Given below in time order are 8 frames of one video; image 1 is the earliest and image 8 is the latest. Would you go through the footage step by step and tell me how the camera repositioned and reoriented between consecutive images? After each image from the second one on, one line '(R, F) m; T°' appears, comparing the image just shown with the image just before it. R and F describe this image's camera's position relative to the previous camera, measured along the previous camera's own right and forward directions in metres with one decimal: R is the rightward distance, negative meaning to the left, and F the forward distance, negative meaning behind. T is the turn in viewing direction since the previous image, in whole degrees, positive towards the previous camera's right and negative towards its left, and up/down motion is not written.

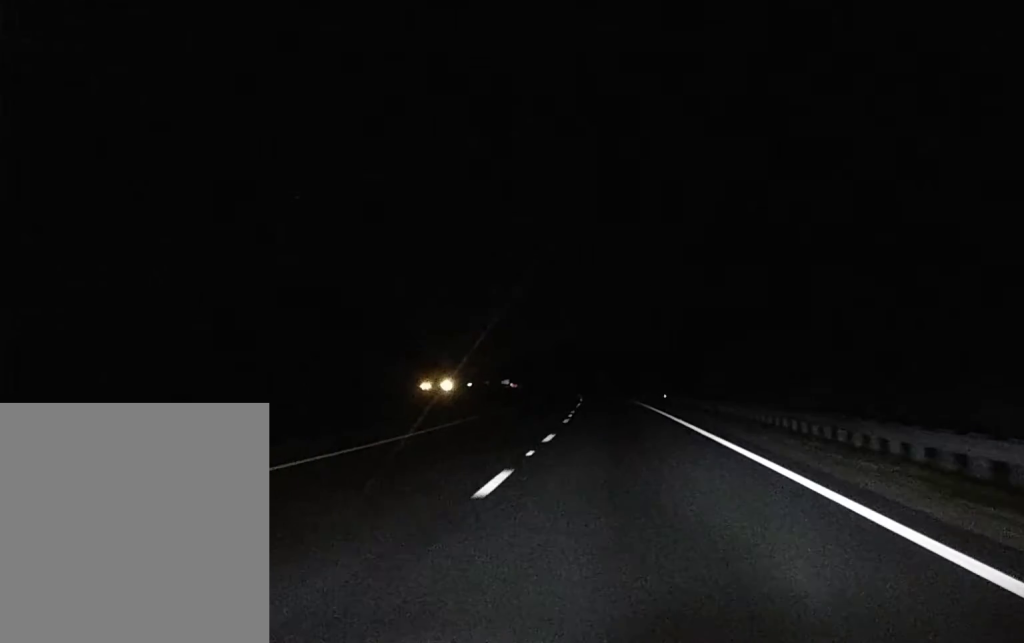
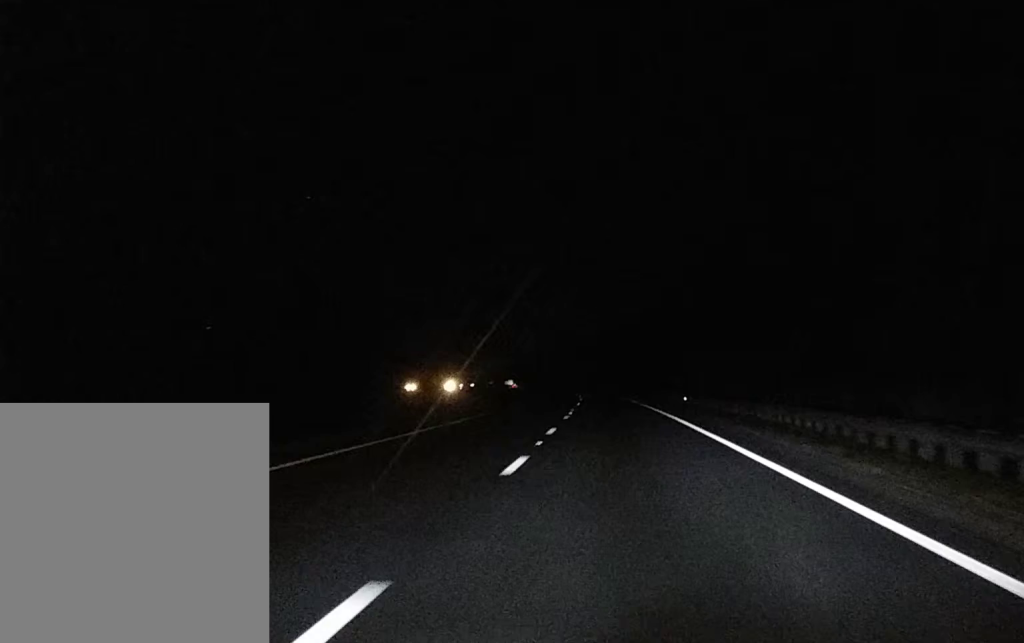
(0.0, +25.7) m; 0°
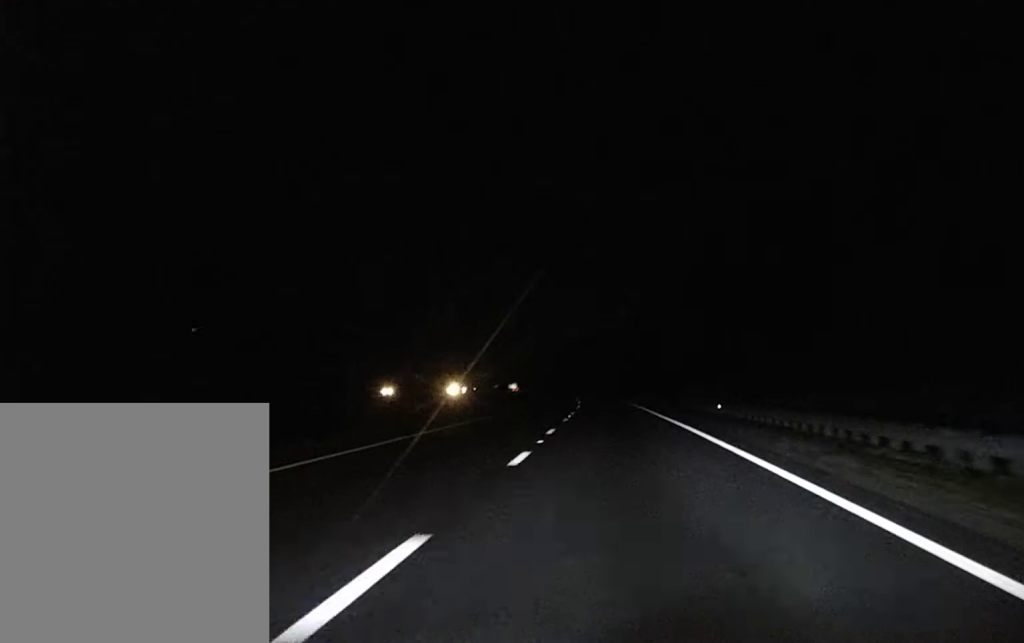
(-0.1, +24.2) m; -1°
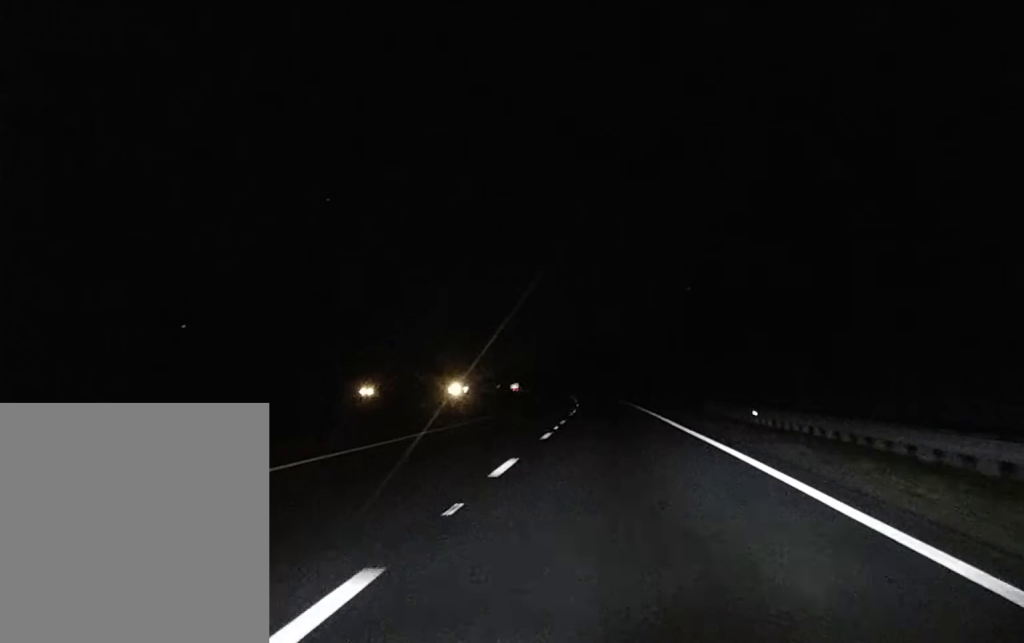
(-0.1, +15.2) m; 0°
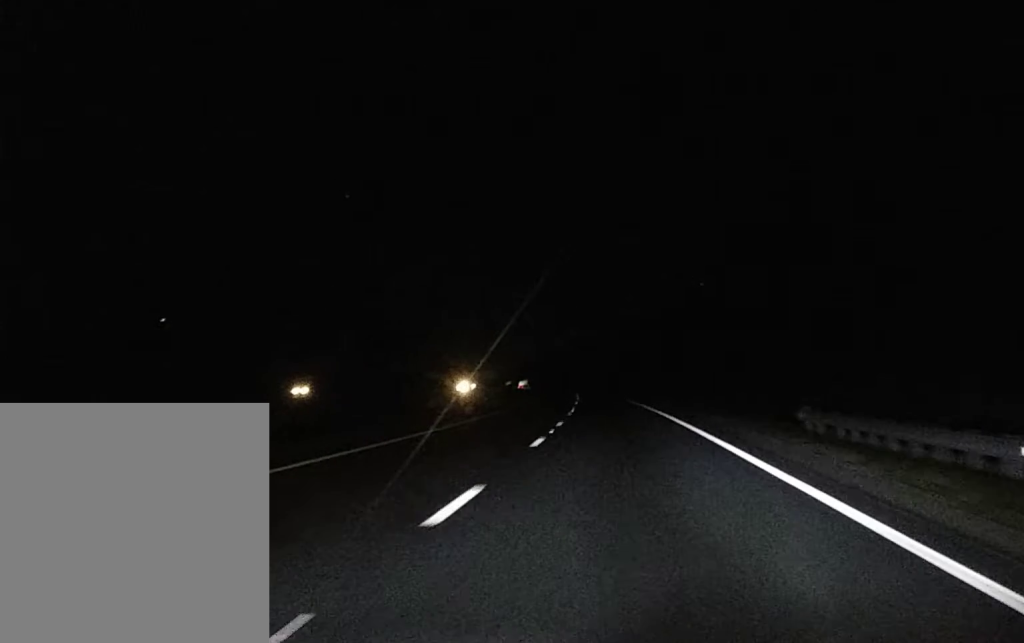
(-0.3, +32.4) m; -1°
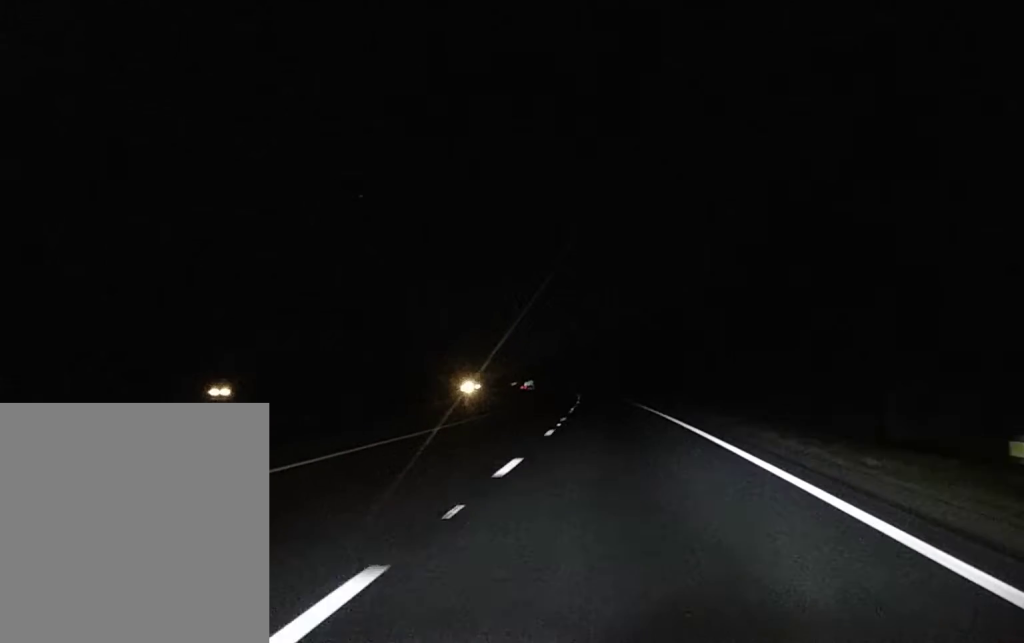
(-0.1, +15.9) m; 0°
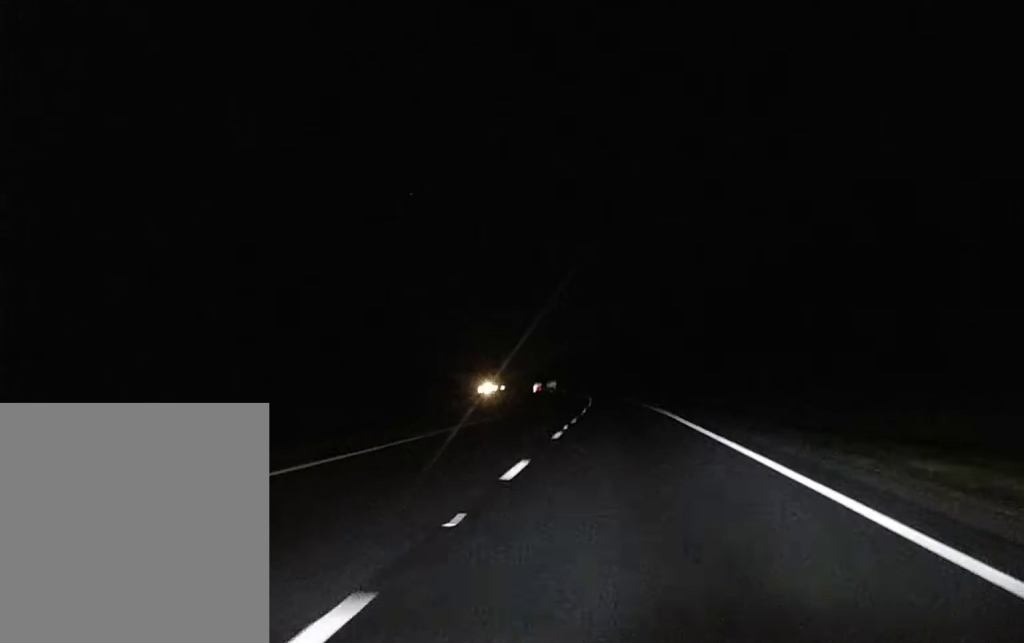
(-0.6, +68.6) m; -1°
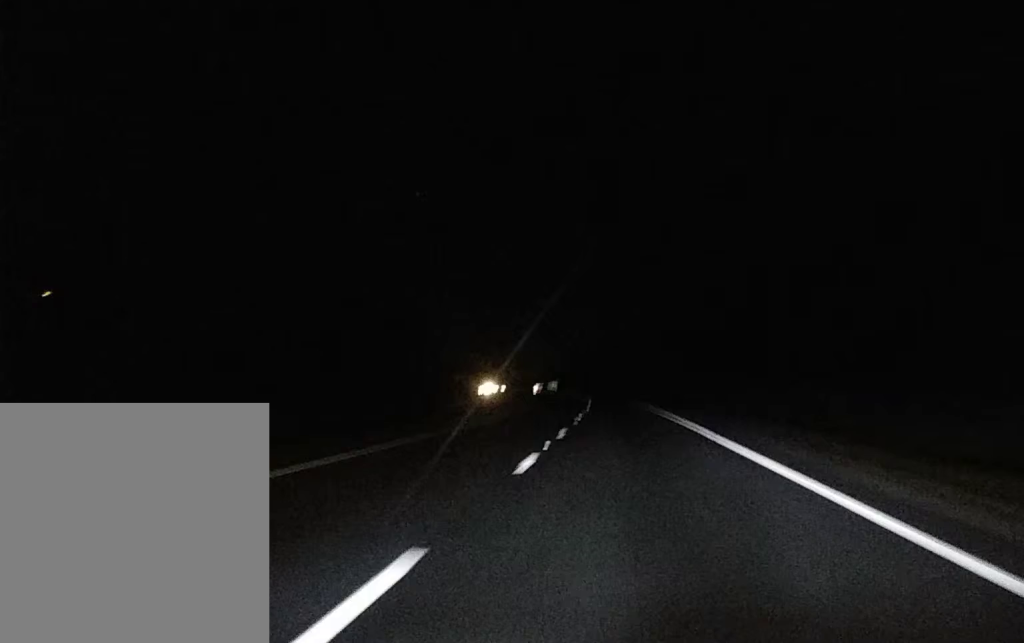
(+0.1, +13.0) m; 0°
